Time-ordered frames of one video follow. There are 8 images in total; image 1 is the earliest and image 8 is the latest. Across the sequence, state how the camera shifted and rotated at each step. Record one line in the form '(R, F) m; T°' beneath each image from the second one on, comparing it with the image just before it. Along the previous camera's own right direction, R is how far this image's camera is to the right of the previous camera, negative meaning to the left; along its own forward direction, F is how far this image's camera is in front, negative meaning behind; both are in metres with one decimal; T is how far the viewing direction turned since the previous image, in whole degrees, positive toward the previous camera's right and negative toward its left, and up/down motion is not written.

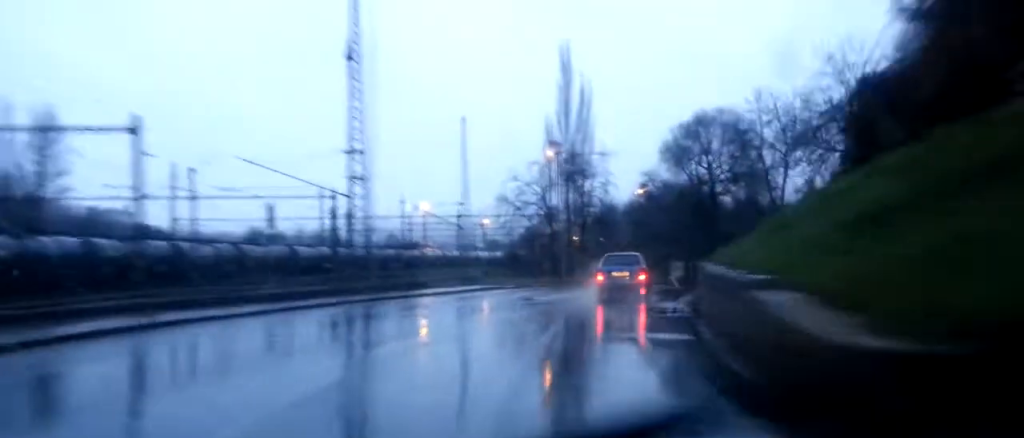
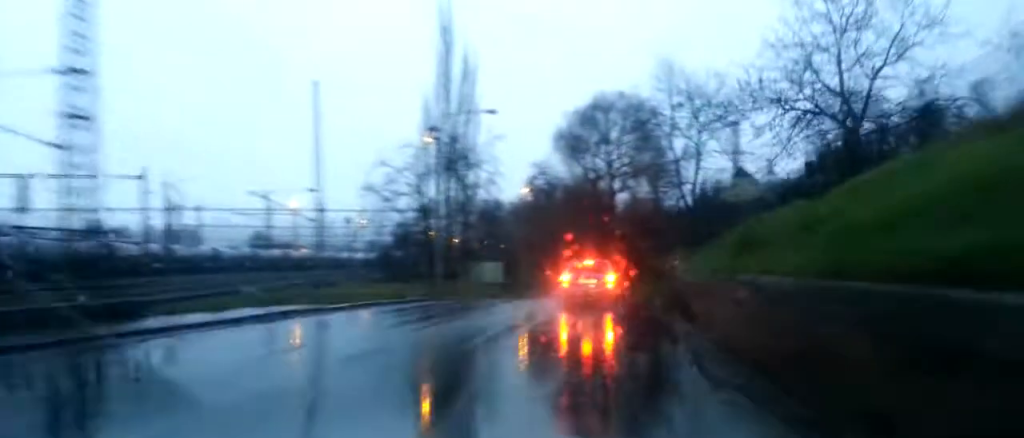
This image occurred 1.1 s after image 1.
(+0.8, +14.9) m; +9°
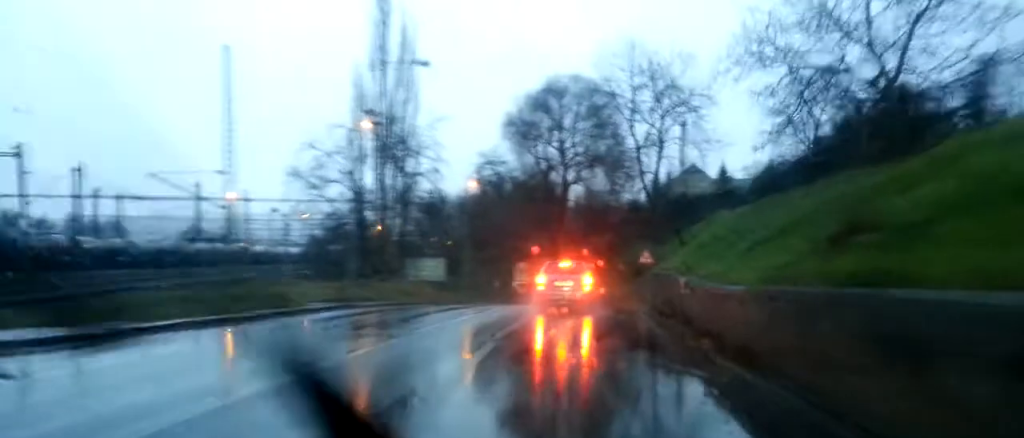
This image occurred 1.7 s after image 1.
(+0.8, +7.3) m; +4°
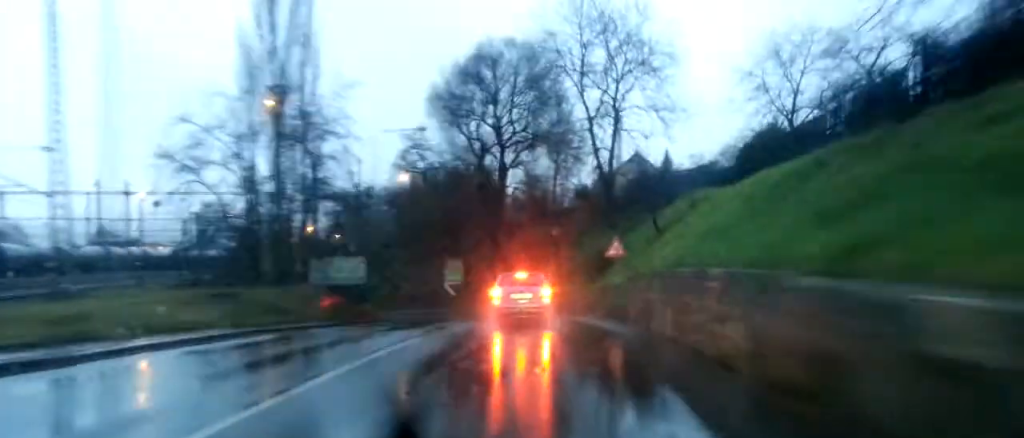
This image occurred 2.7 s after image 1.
(+0.3, +12.1) m; +1°
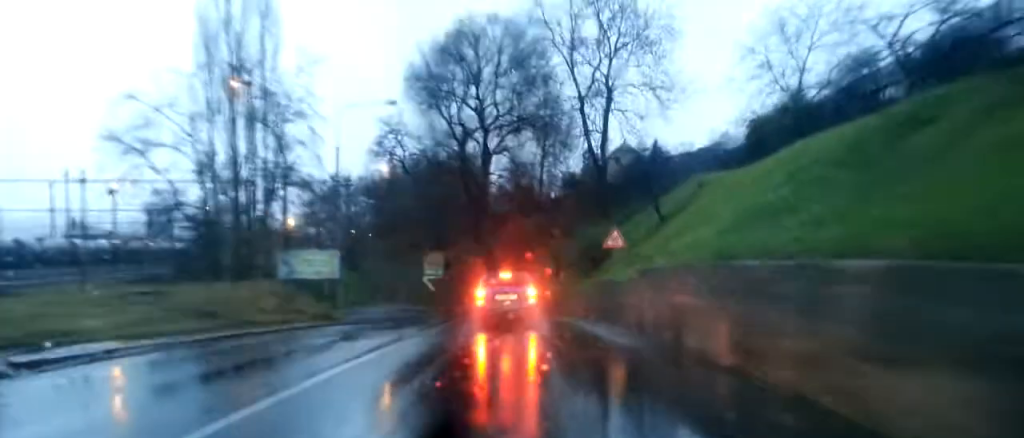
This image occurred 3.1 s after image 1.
(0.0, +4.8) m; 0°
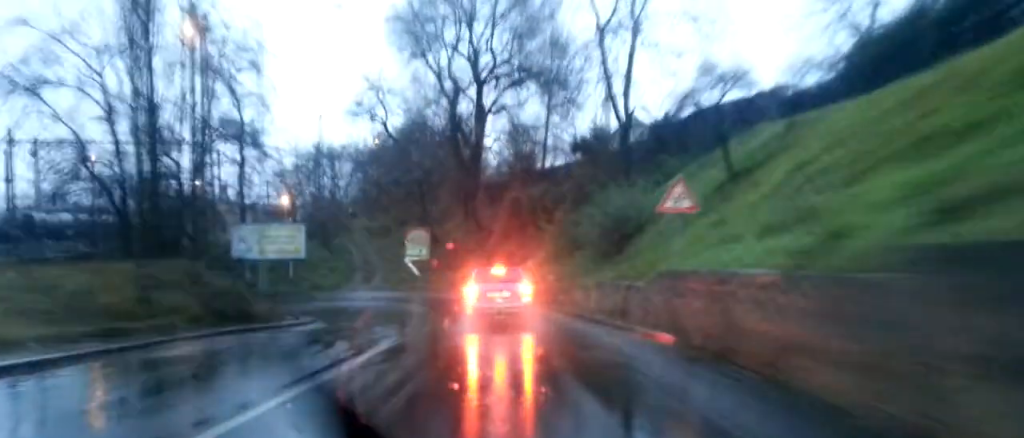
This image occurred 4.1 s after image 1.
(0.0, +11.0) m; +1°
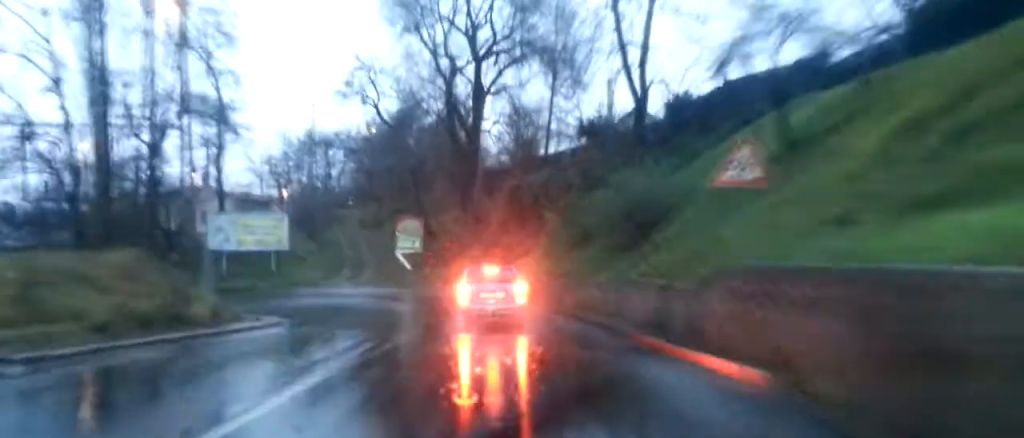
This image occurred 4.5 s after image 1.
(0.0, +4.4) m; +1°
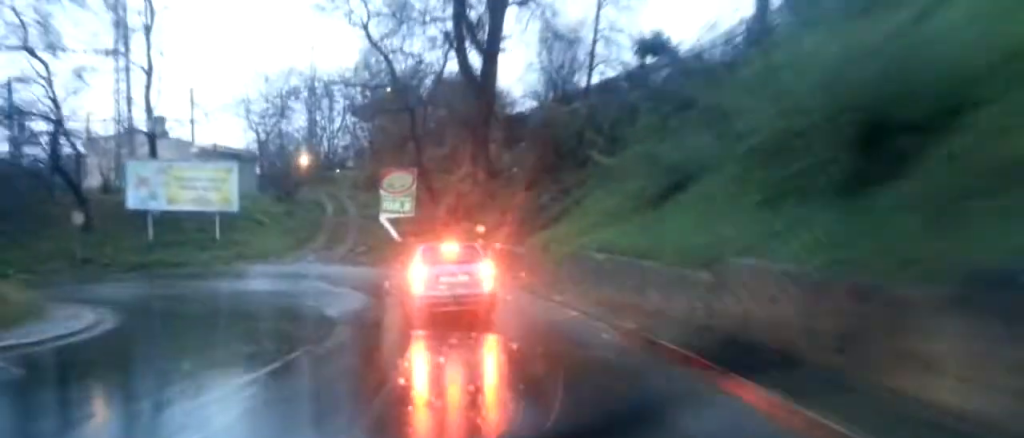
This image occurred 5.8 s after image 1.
(+0.2, +14.1) m; 0°
